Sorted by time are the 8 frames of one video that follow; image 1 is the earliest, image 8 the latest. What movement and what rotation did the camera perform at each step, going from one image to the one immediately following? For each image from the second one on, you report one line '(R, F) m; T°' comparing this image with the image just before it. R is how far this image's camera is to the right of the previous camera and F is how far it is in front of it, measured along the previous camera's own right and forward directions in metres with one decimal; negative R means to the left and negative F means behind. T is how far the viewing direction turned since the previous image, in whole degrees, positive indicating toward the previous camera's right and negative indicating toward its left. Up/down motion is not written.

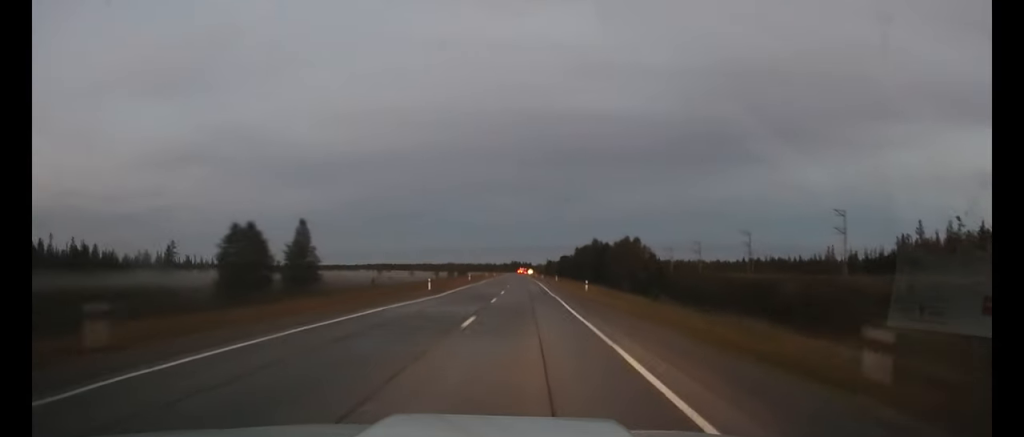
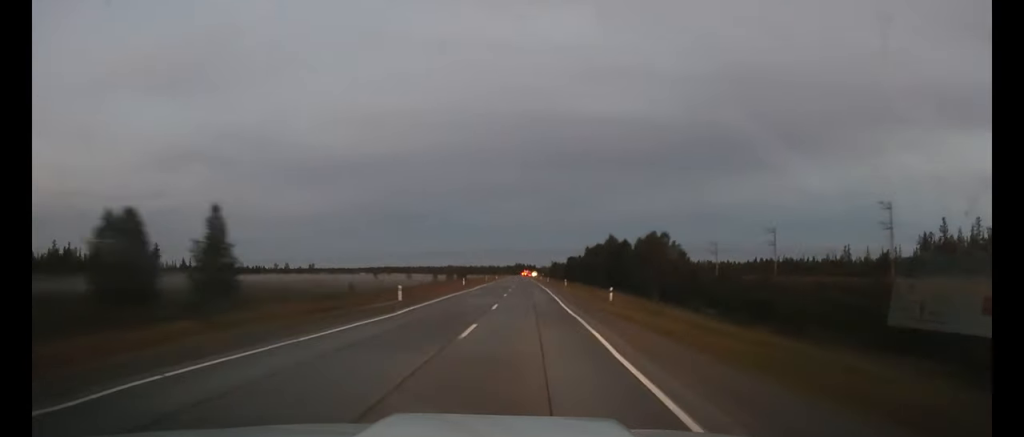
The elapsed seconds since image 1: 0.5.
(0.0, +12.9) m; 0°
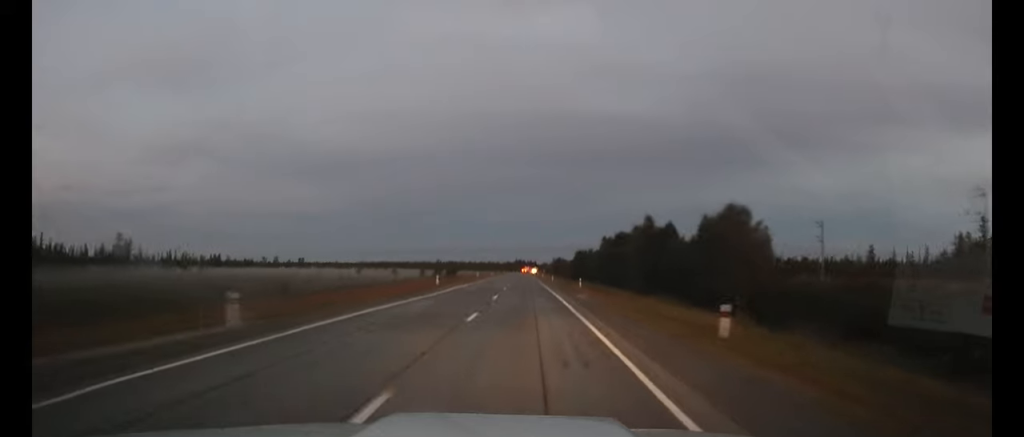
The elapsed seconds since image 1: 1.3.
(-0.1, +22.1) m; 0°
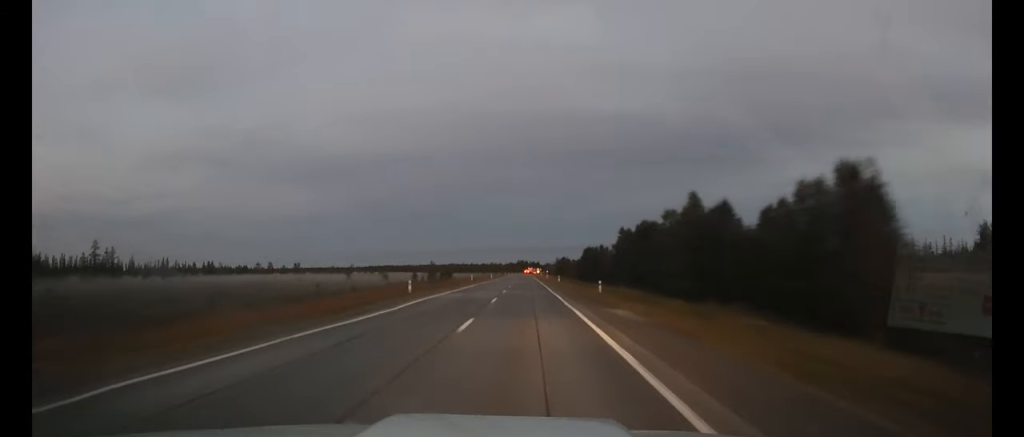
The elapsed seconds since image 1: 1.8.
(0.0, +13.7) m; 0°
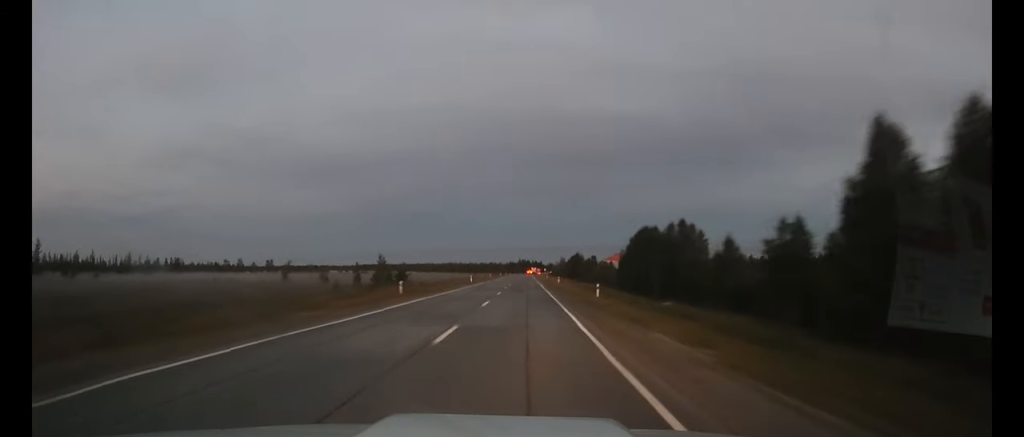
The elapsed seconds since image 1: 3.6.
(-0.2, +50.6) m; 0°
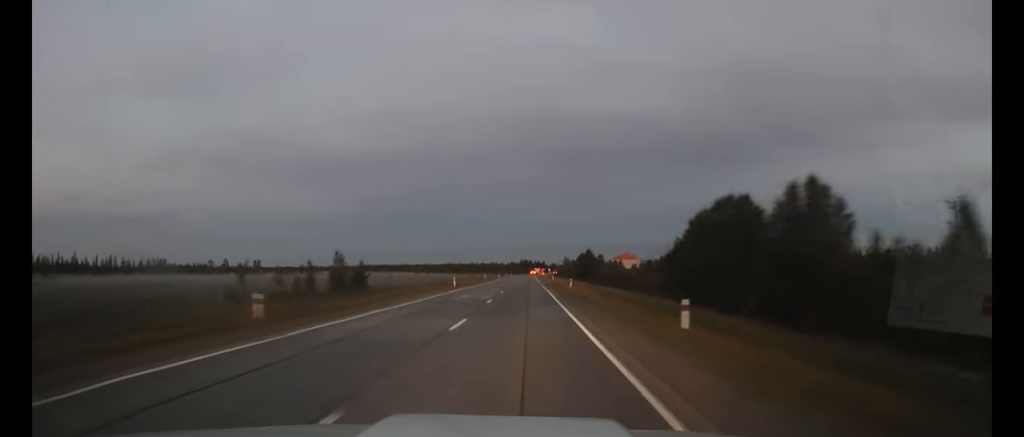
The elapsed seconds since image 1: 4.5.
(0.0, +22.1) m; 0°
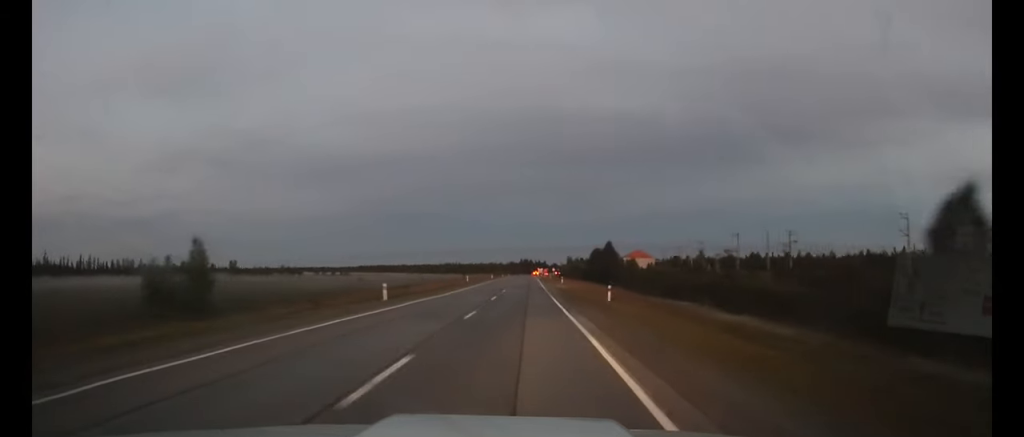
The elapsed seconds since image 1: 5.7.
(-0.1, +32.2) m; 0°
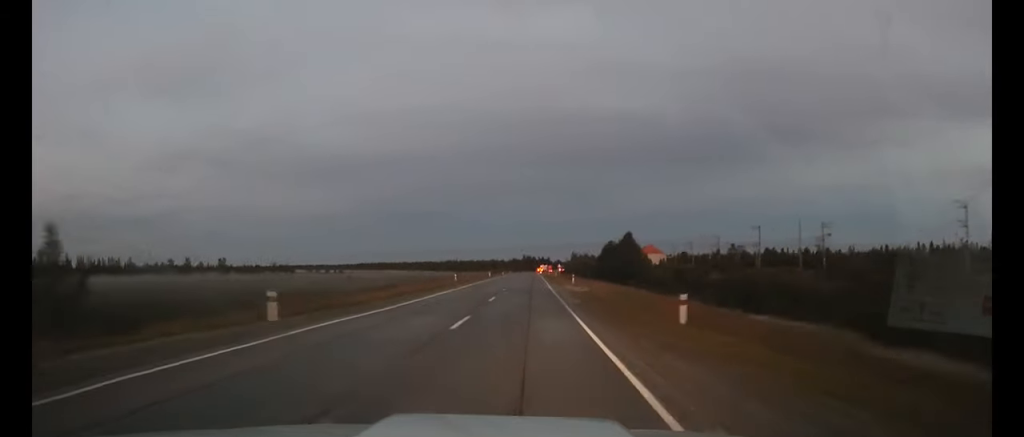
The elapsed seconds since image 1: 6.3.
(0.0, +16.4) m; 0°
